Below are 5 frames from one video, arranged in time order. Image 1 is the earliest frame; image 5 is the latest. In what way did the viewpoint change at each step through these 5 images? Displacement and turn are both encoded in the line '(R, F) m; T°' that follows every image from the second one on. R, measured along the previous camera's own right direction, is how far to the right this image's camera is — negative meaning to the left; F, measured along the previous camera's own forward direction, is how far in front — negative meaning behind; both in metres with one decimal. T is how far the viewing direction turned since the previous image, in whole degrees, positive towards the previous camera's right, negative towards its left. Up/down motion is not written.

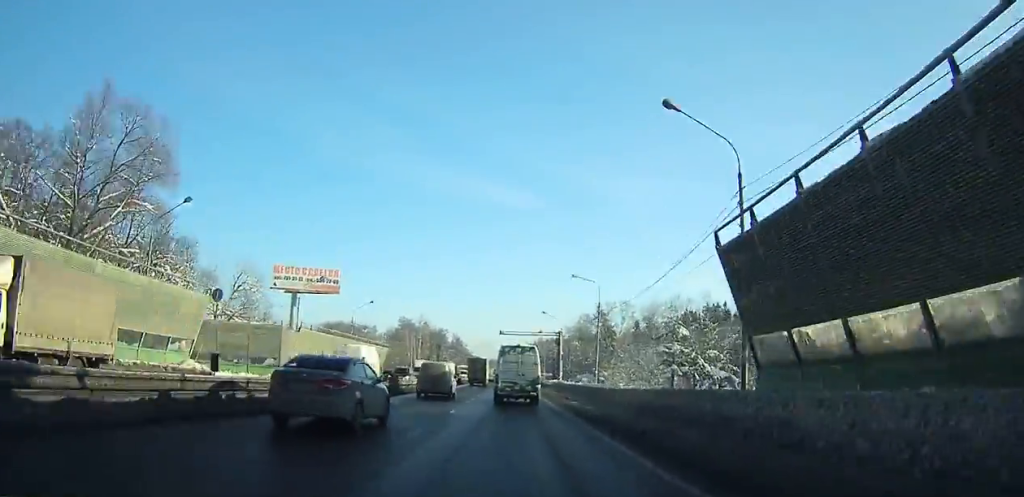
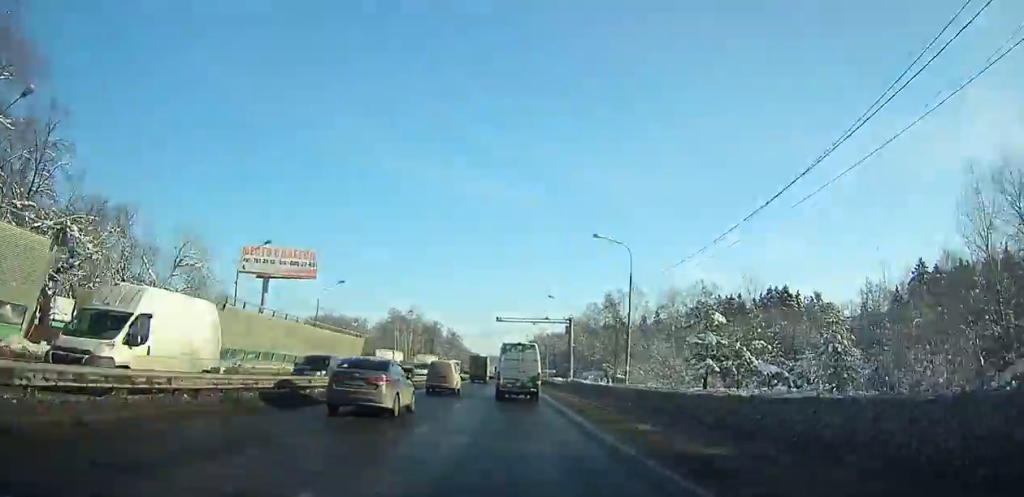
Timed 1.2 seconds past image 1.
(-0.1, +14.6) m; 0°
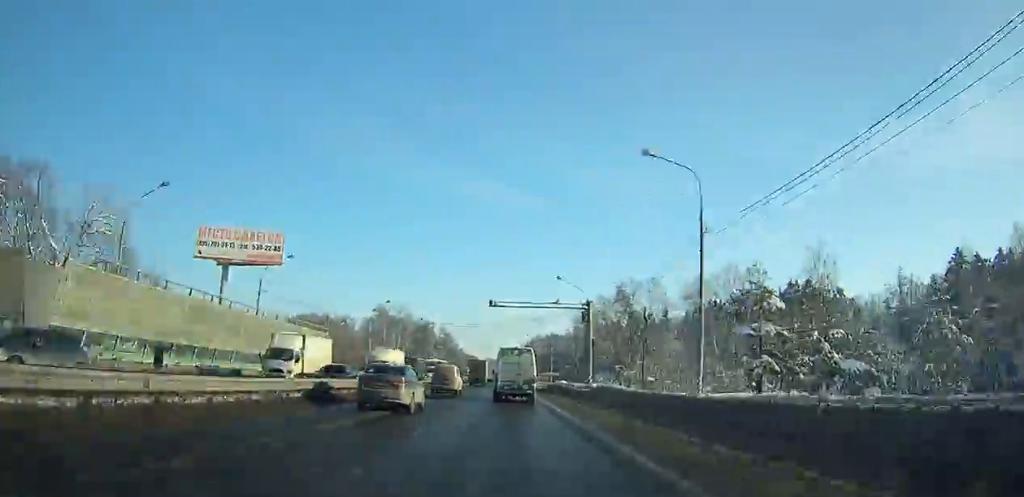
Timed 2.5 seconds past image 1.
(+0.1, +16.4) m; 0°
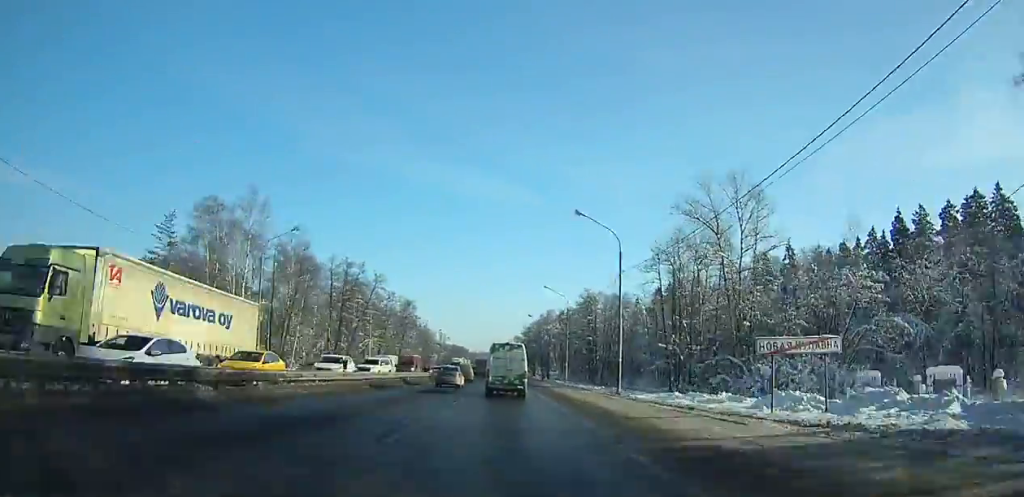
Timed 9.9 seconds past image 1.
(+0.1, +101.8) m; +1°
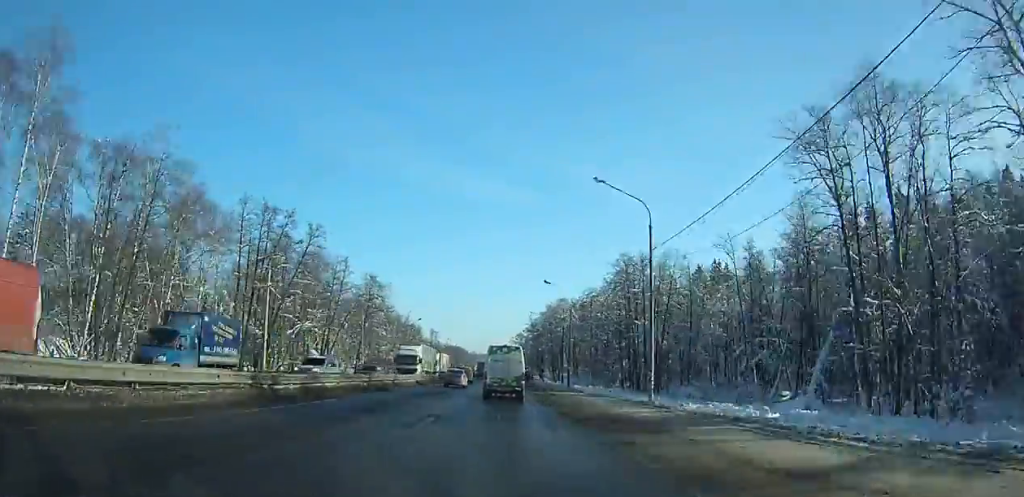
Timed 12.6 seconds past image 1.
(-0.1, +41.0) m; 0°
